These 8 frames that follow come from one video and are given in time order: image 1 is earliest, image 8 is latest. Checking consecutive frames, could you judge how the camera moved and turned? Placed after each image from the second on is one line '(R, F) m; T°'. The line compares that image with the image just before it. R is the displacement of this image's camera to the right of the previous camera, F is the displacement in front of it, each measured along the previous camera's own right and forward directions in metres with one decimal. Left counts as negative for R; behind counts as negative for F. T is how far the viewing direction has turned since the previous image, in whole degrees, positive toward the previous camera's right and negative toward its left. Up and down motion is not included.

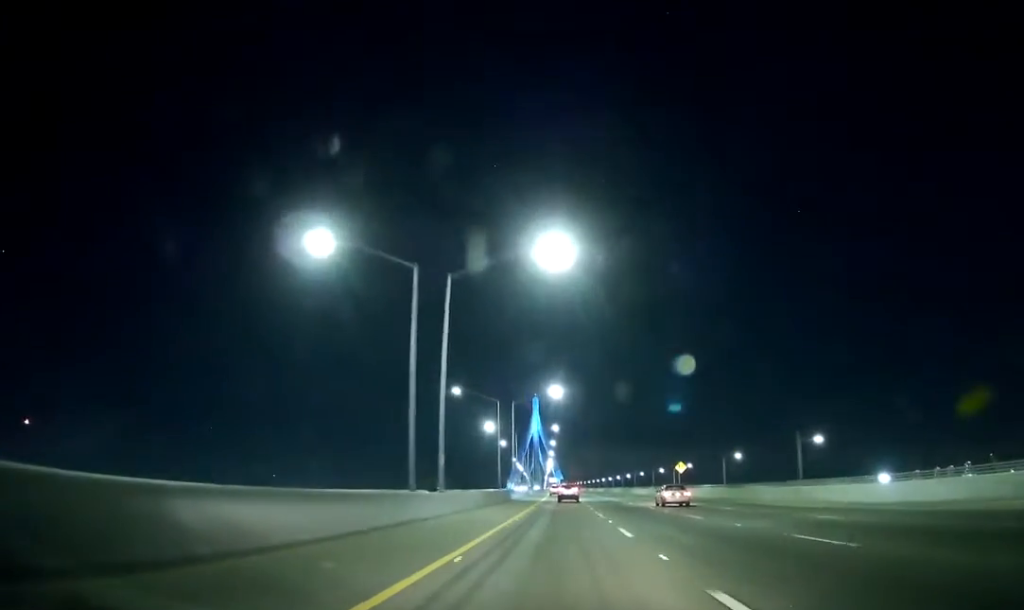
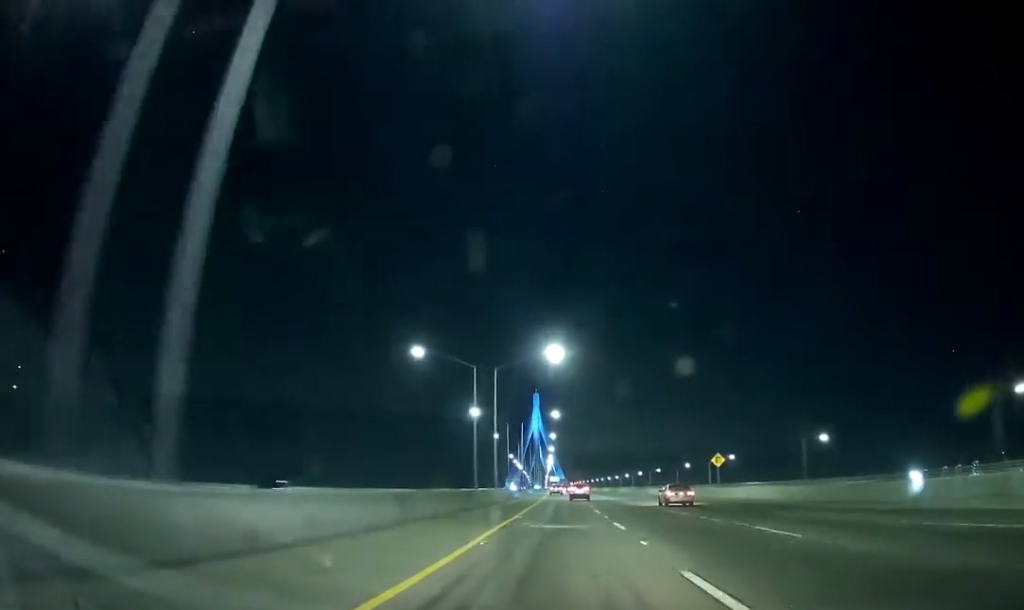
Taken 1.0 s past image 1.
(-0.2, +25.7) m; 0°
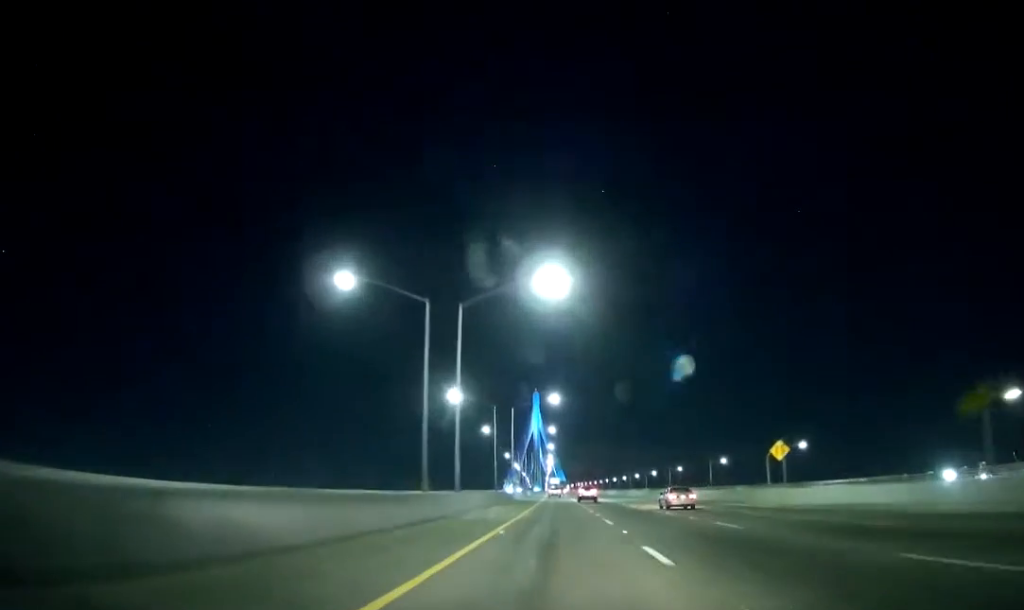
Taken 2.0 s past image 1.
(+0.1, +23.9) m; 0°
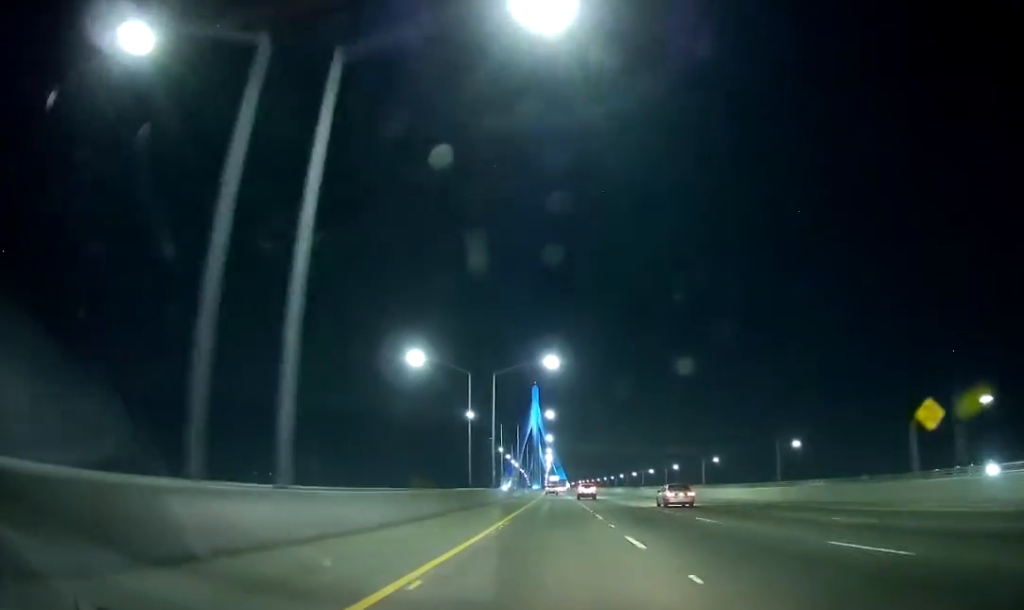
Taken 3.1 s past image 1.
(0.0, +26.3) m; 0°
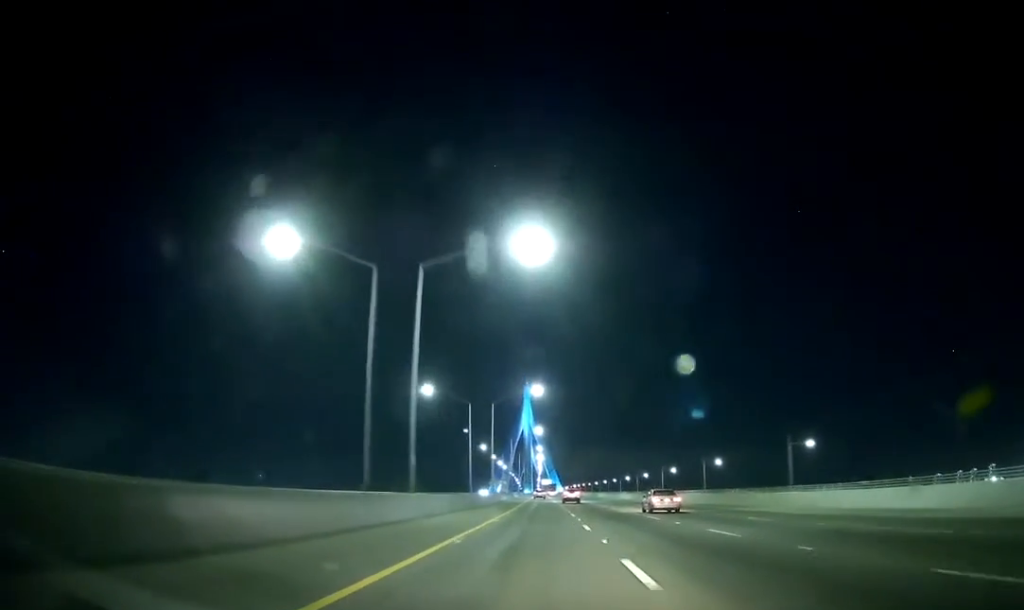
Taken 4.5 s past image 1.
(+0.1, +34.6) m; +1°
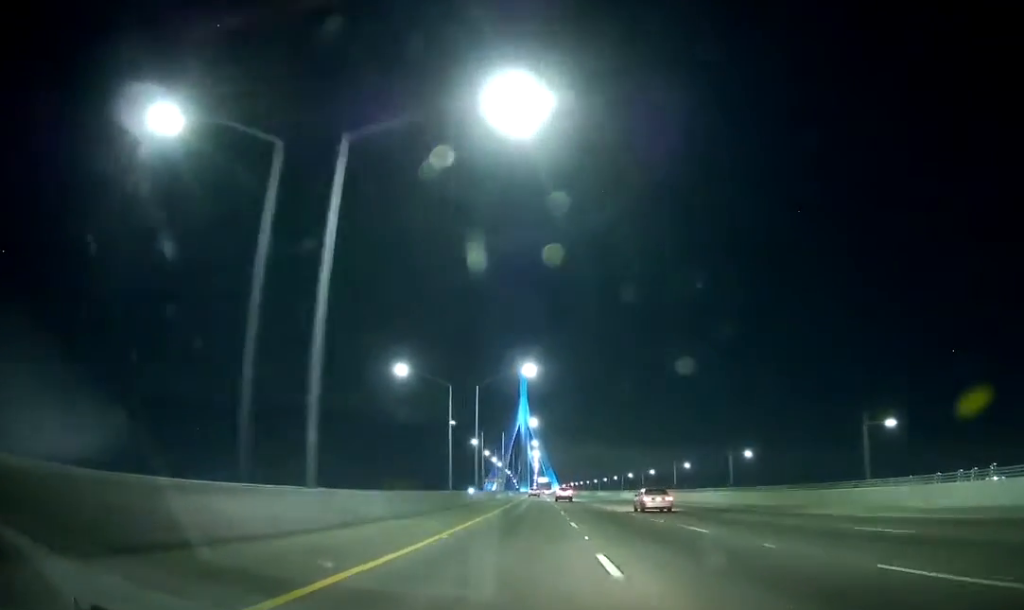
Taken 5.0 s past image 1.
(+0.2, +13.2) m; 0°
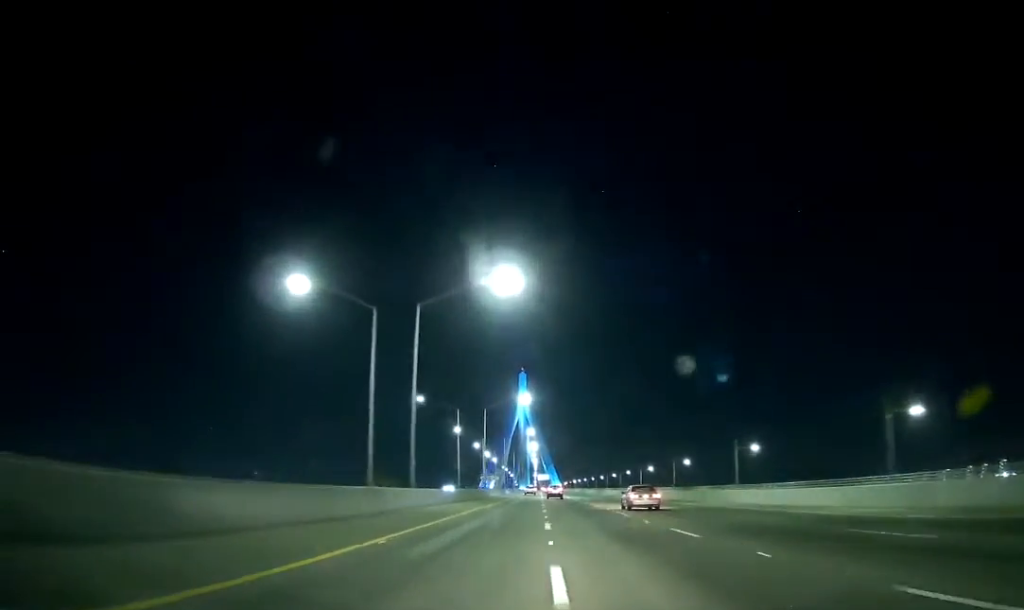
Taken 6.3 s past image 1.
(-0.1, +32.3) m; 0°
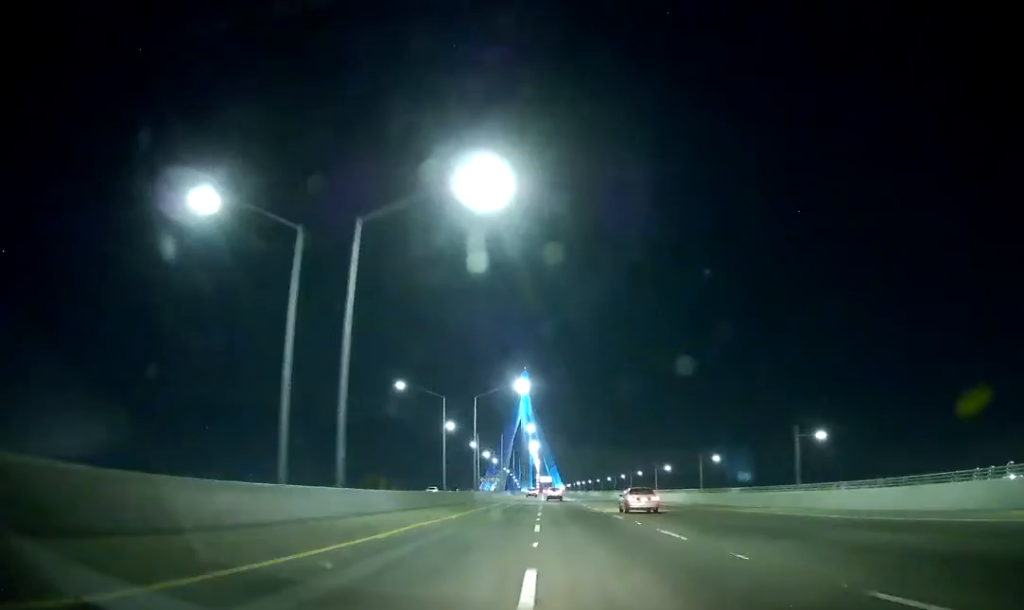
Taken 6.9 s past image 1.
(0.0, +14.1) m; 0°
